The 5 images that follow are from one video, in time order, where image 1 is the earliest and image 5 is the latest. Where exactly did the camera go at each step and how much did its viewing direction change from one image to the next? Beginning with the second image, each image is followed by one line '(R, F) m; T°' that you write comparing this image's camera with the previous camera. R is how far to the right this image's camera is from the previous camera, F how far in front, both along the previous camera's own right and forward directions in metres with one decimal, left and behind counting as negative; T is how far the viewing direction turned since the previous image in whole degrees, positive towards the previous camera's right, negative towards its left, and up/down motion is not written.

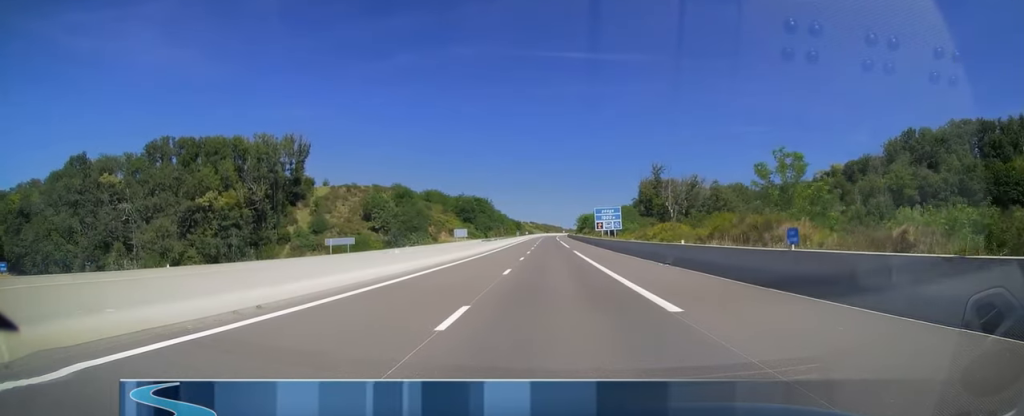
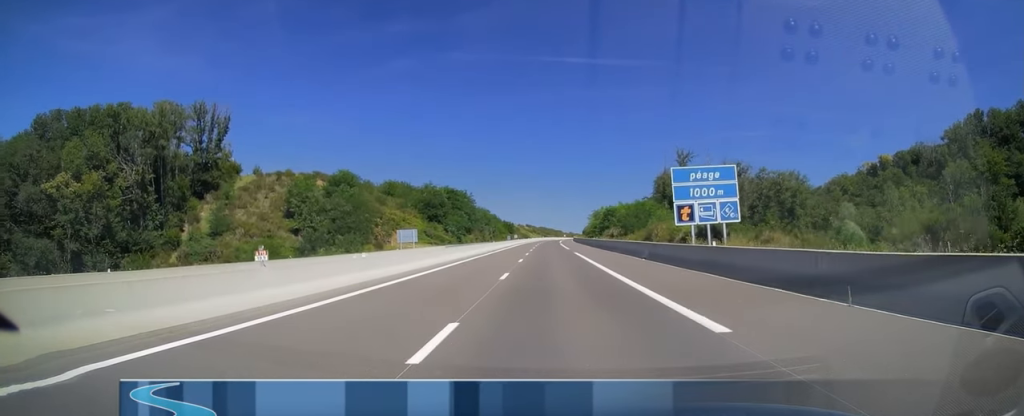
(0.0, +53.9) m; 0°
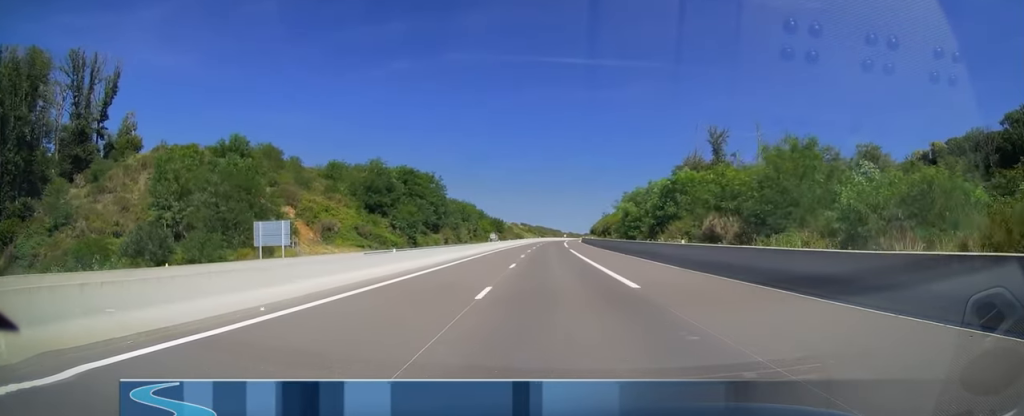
(0.0, +44.7) m; 0°
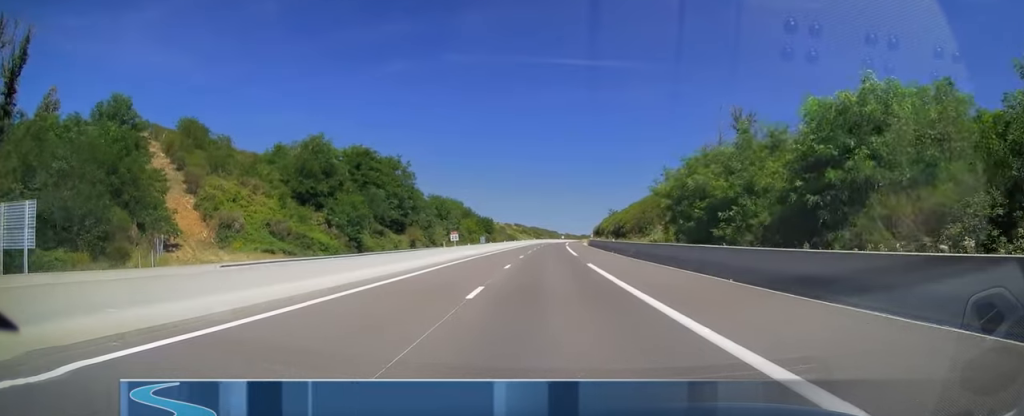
(+0.1, +25.6) m; +1°
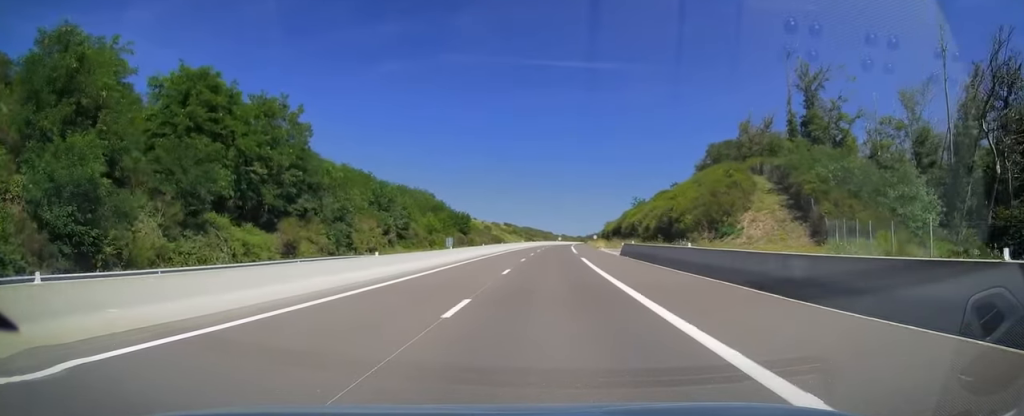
(+0.3, +41.7) m; +1°
